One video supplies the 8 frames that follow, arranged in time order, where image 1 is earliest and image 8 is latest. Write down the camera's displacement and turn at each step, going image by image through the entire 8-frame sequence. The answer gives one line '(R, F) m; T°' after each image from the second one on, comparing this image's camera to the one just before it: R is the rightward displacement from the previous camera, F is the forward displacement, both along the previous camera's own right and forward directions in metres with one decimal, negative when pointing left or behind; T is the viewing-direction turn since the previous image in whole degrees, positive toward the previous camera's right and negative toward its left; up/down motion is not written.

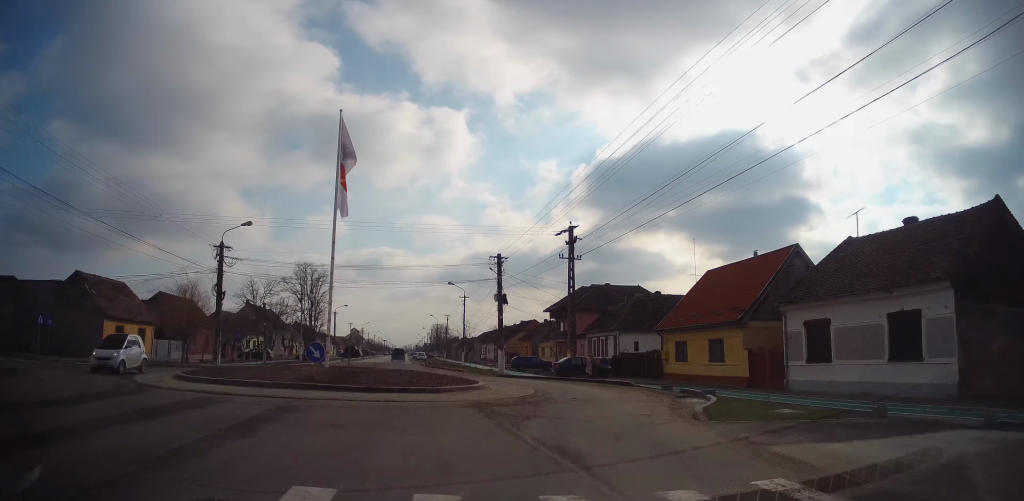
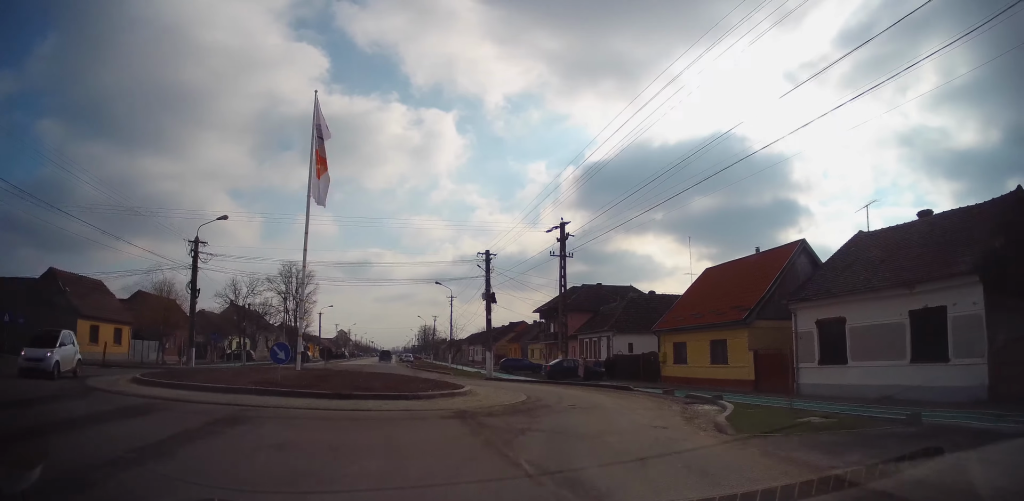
(+0.1, +2.0) m; +3°
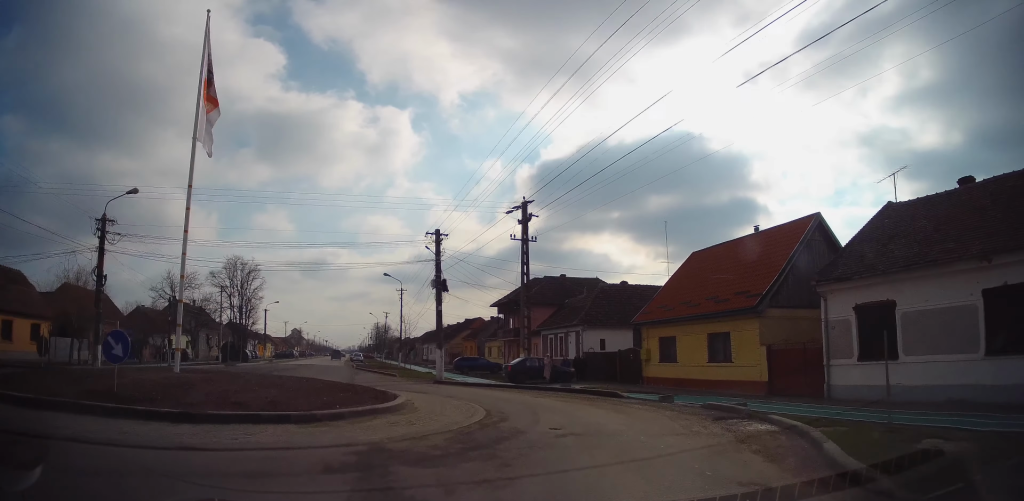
(+0.6, +6.0) m; +6°
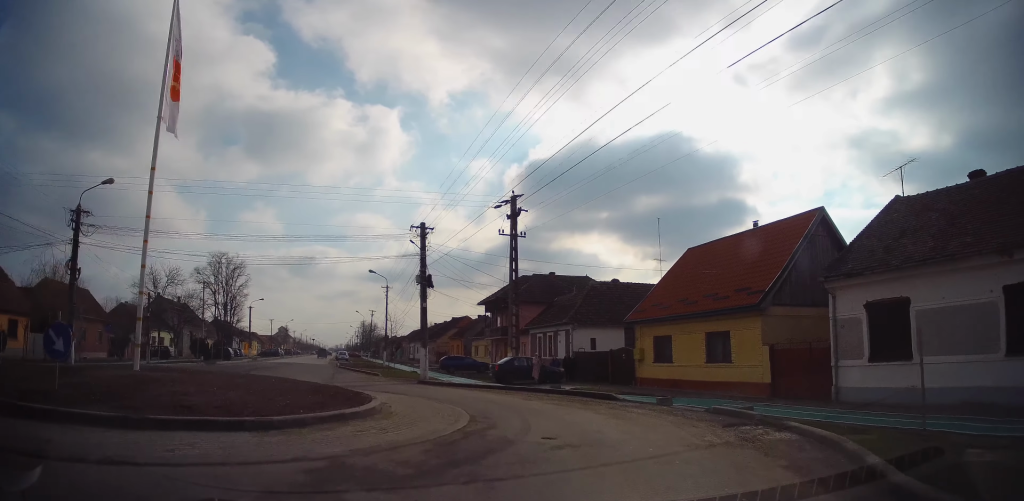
(0.0, +1.4) m; 0°
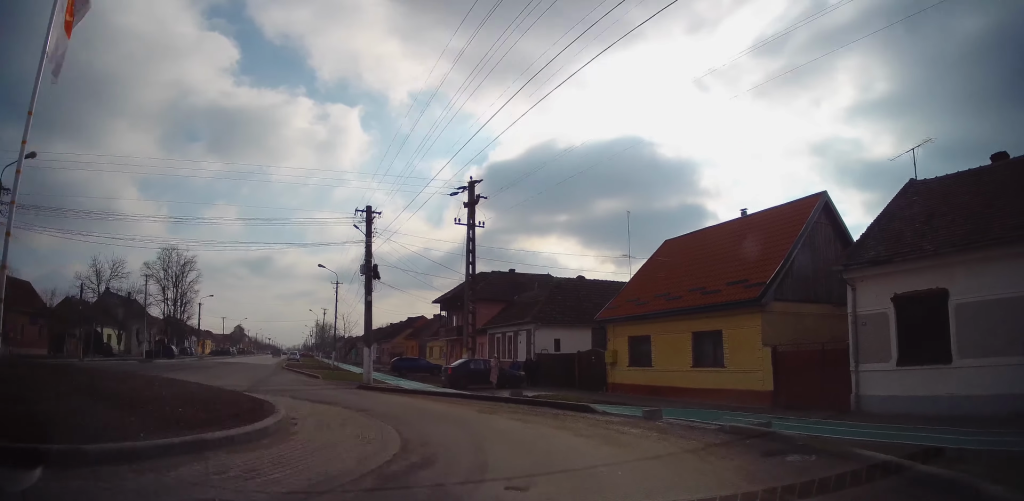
(0.0, +3.4) m; 0°
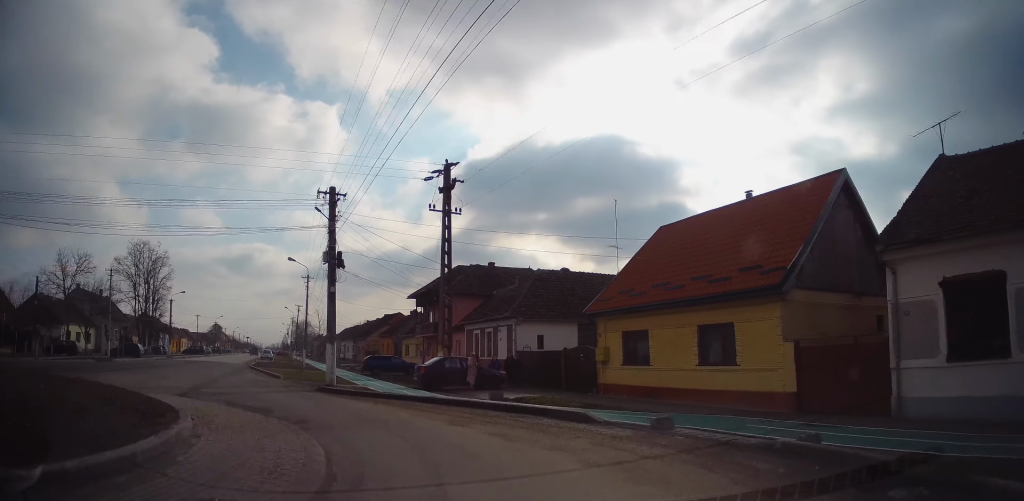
(0.0, +2.4) m; -1°
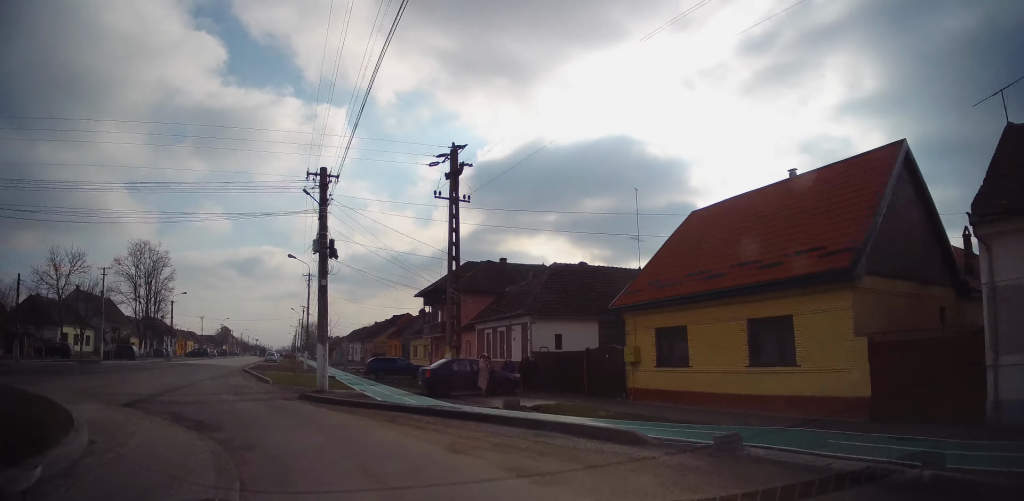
(0.0, +2.4) m; -4°
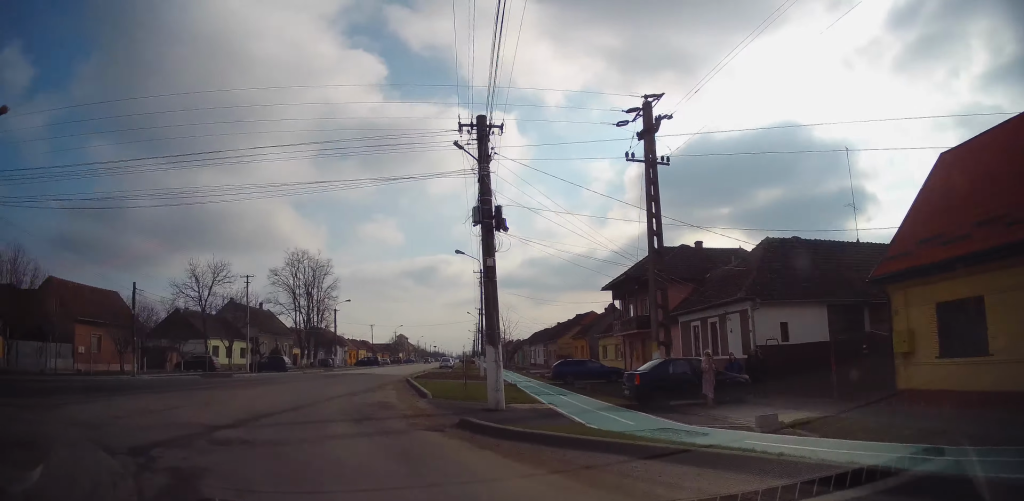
(-0.4, +4.6) m; -17°
